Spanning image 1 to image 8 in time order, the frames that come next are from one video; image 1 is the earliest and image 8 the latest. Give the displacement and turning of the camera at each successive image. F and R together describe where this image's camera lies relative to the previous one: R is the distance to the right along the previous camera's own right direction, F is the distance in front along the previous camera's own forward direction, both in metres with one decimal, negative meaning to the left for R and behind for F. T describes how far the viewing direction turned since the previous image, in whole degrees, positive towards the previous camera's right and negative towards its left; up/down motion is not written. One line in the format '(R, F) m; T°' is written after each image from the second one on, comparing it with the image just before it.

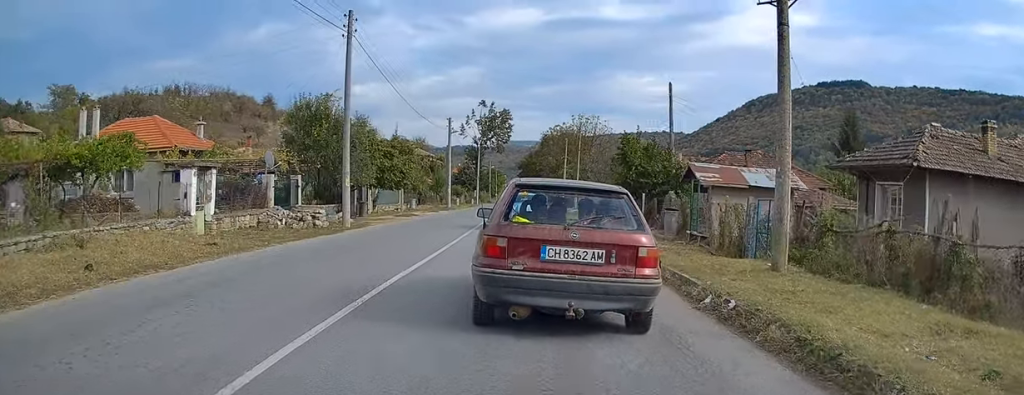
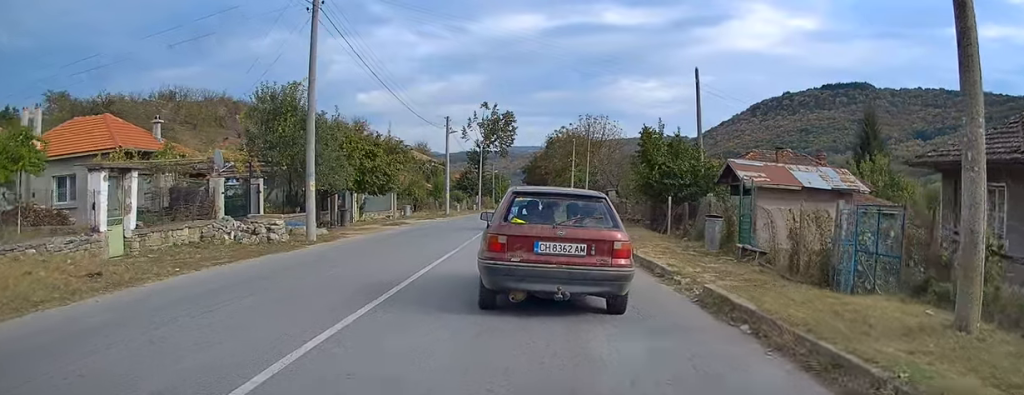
(+0.3, +4.6) m; -3°
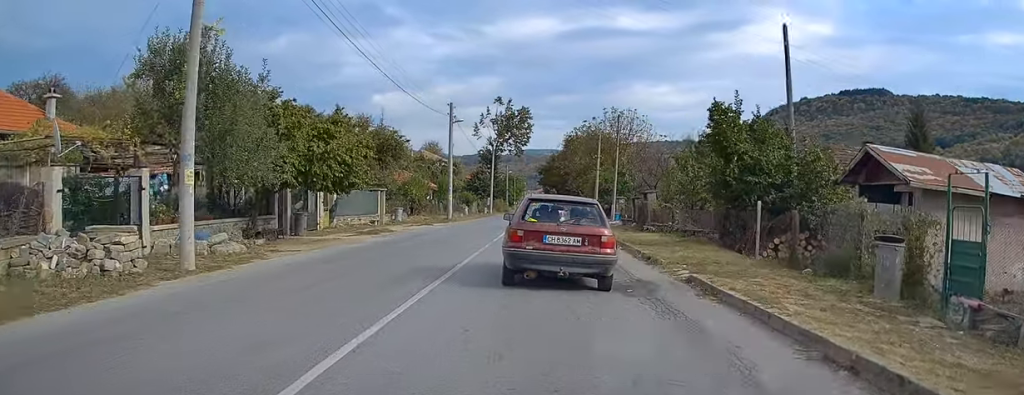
(-0.5, +8.5) m; -1°
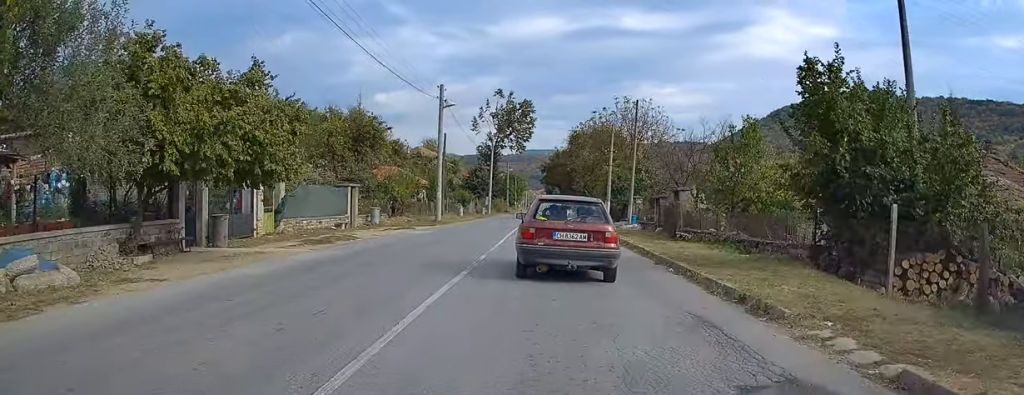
(+0.1, +6.7) m; +1°
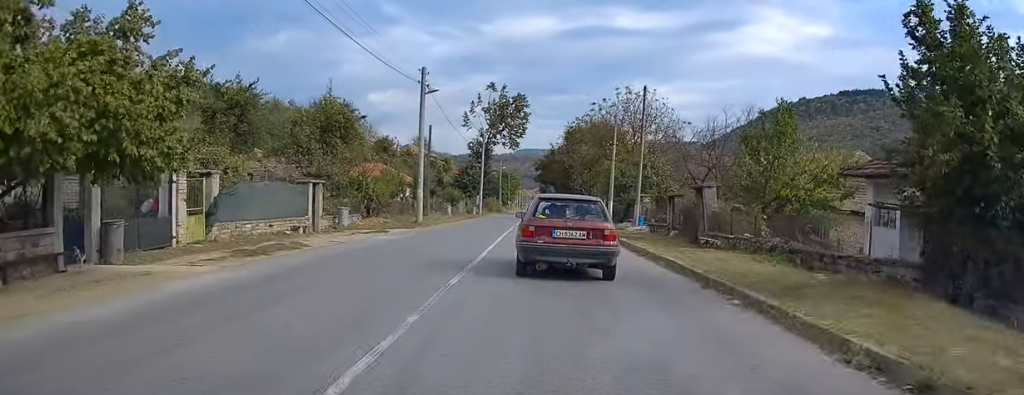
(0.0, +4.6) m; 0°
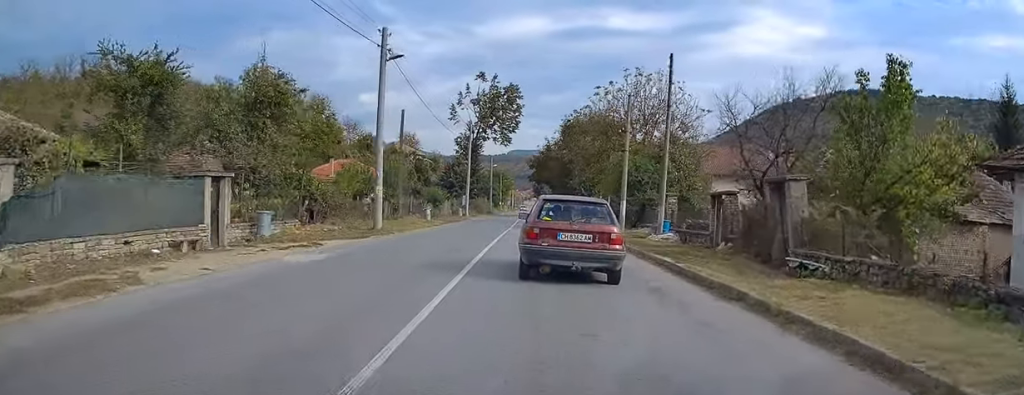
(-0.1, +8.0) m; -1°
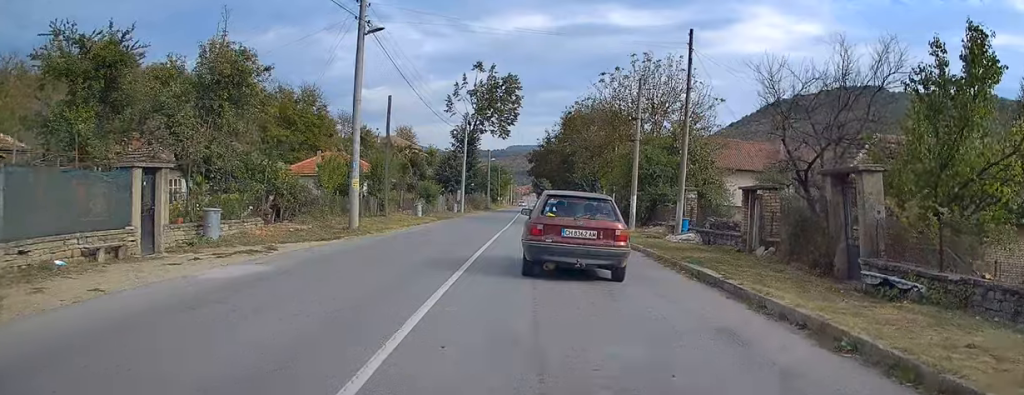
(0.0, +3.5) m; 0°
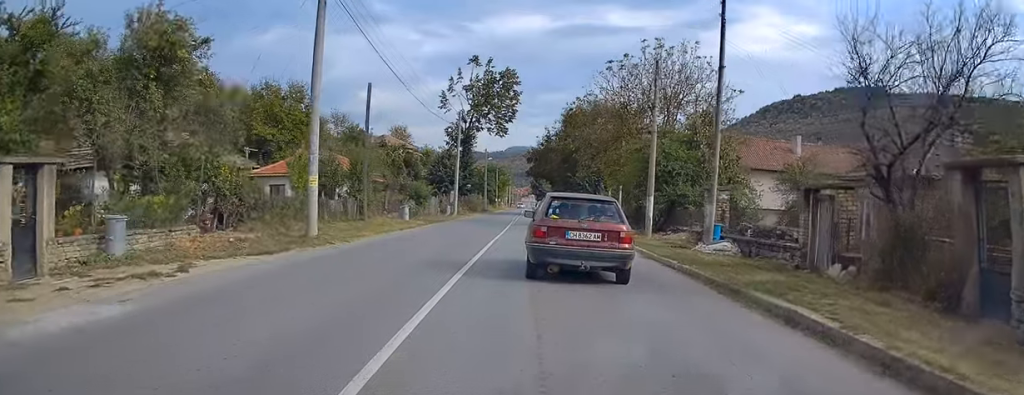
(0.0, +4.3) m; +1°
